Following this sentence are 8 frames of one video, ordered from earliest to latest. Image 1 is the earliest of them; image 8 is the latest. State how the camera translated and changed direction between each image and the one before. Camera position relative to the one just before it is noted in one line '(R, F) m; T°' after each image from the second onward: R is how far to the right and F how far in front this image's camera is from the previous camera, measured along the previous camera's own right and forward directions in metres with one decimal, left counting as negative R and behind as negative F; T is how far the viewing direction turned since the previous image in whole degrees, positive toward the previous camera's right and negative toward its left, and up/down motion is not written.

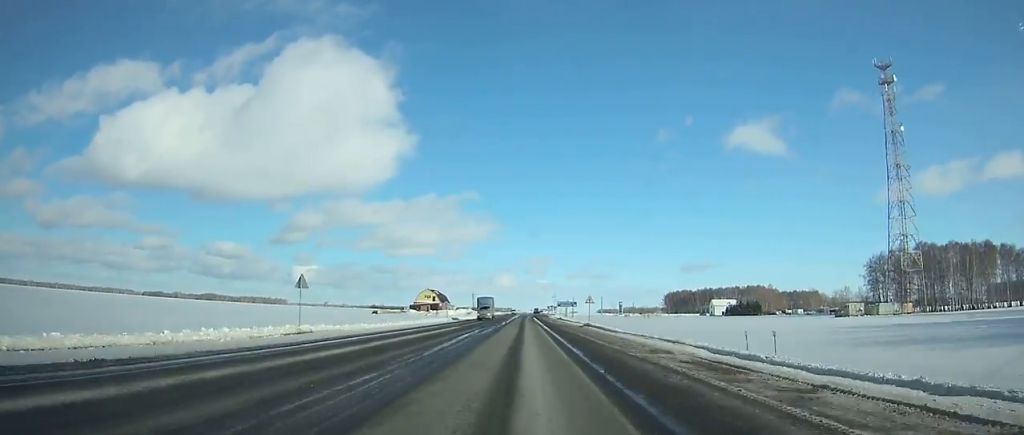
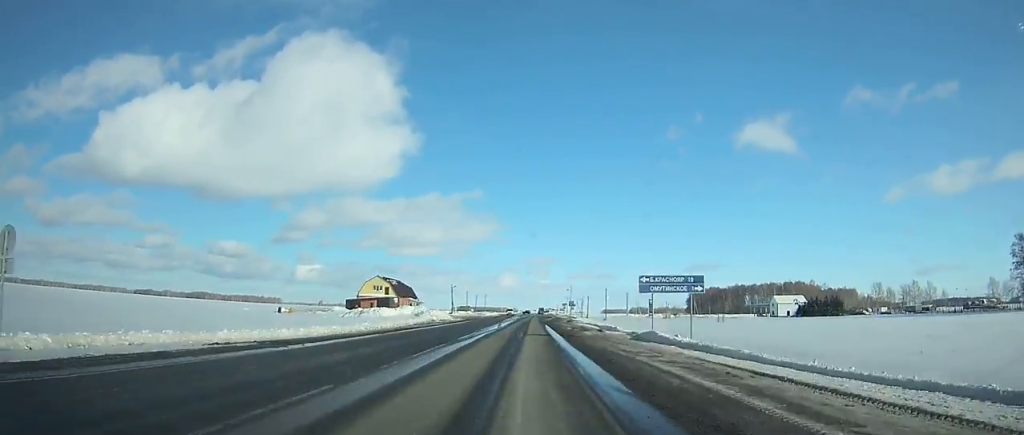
(-0.1, +74.4) m; 0°
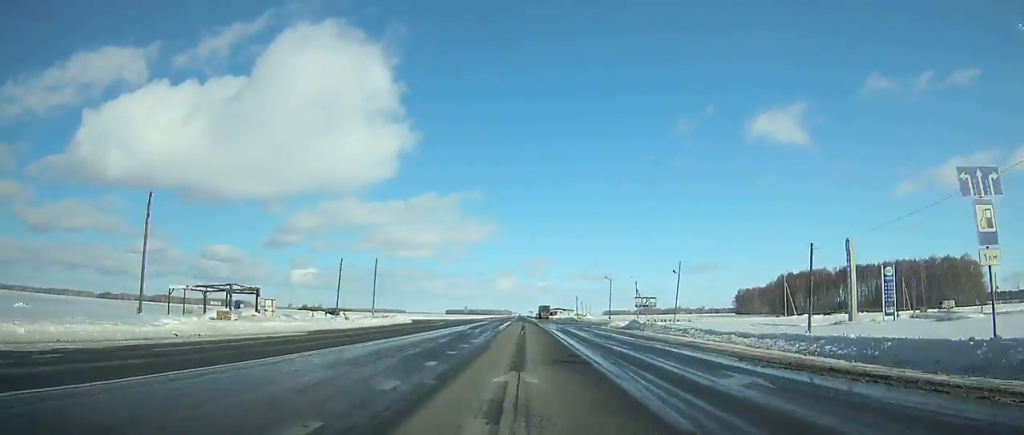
(+0.8, +185.4) m; 0°
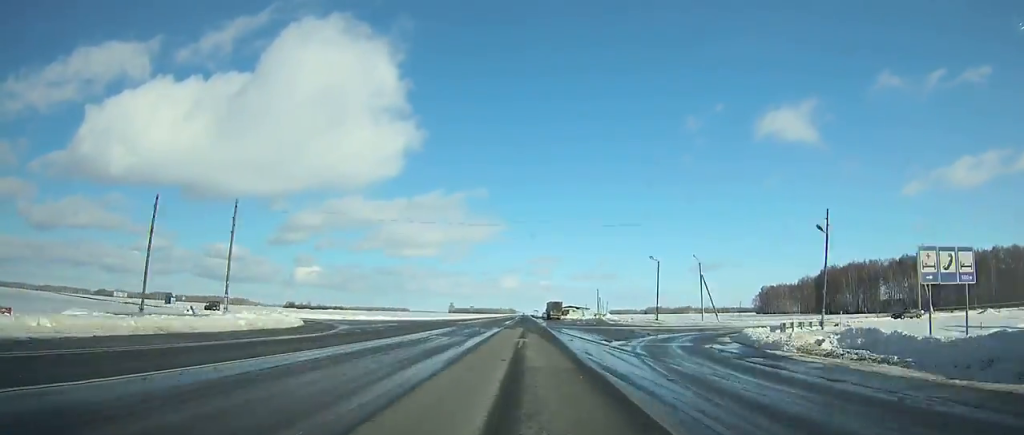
(0.0, +43.0) m; 0°
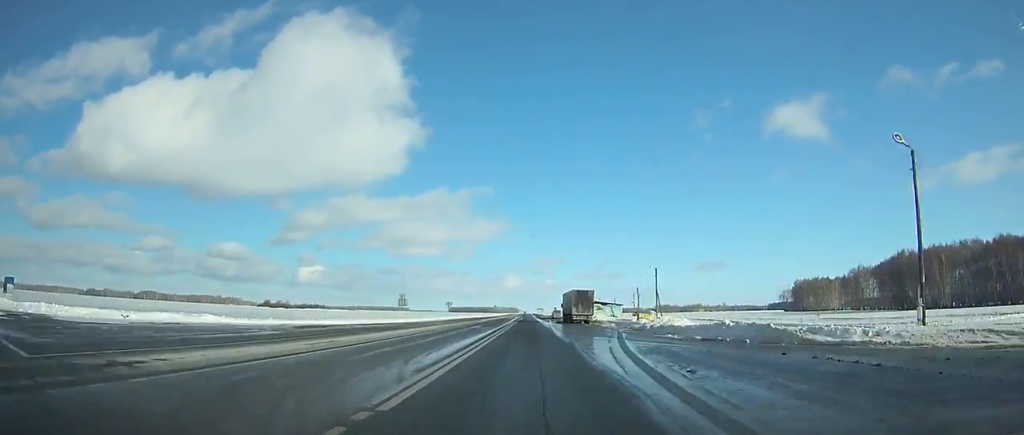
(-0.3, +59.5) m; 0°
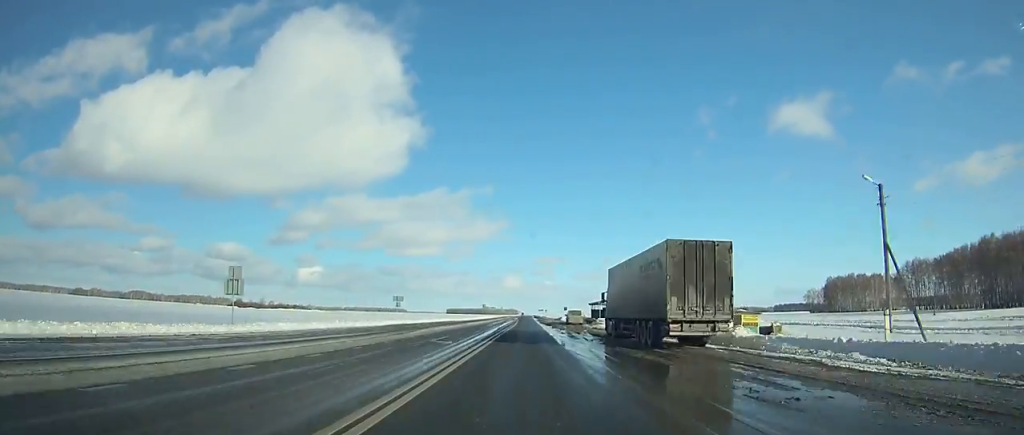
(0.0, +49.3) m; 0°
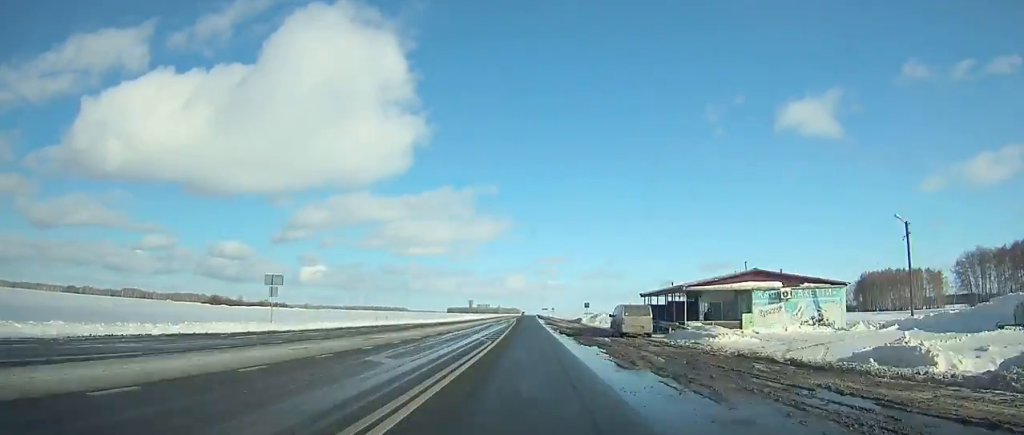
(+0.1, +38.4) m; 0°
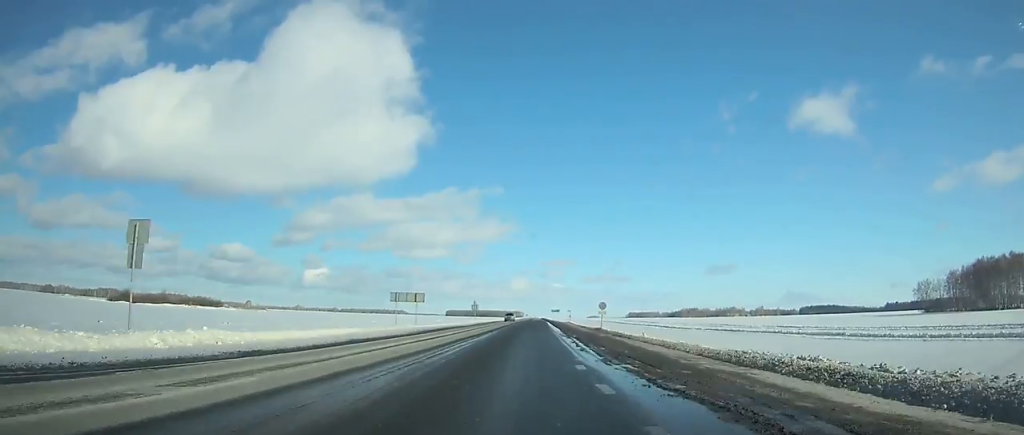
(-0.3, +97.1) m; 0°
